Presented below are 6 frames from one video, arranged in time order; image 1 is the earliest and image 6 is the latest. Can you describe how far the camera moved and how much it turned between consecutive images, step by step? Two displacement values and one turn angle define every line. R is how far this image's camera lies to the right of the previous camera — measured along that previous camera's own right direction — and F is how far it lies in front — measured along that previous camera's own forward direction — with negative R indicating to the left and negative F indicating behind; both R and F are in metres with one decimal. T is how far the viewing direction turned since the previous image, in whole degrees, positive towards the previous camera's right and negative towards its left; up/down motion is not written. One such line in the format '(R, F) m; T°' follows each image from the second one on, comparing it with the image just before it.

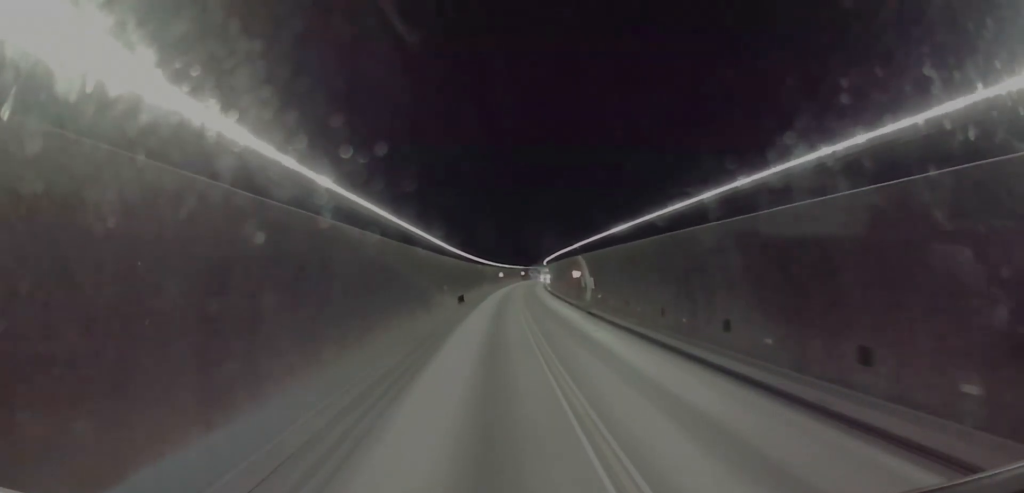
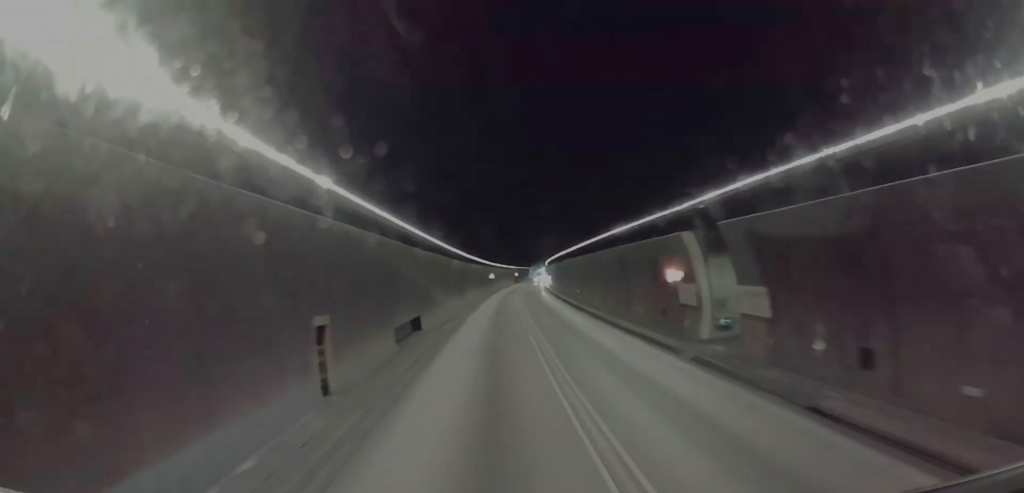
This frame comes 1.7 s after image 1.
(+0.3, +28.8) m; 0°
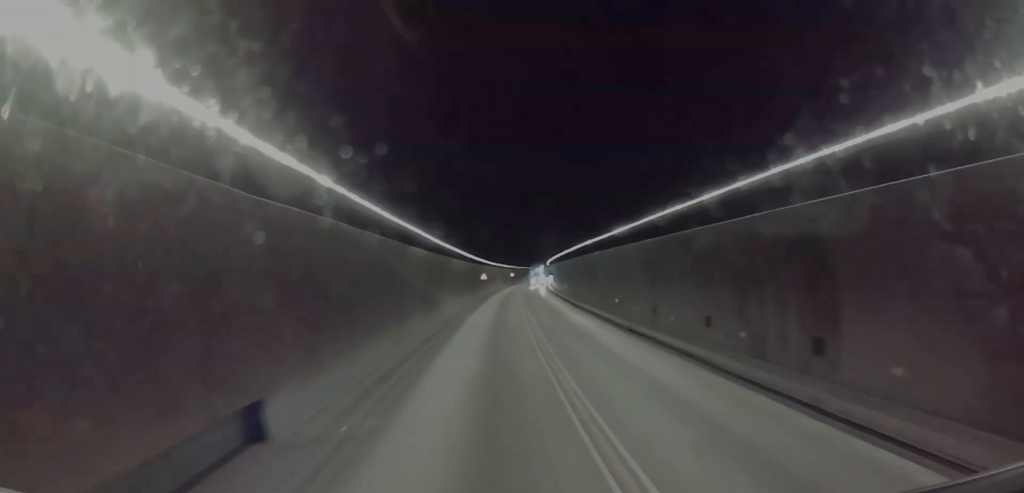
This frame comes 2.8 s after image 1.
(-0.1, +19.9) m; +1°
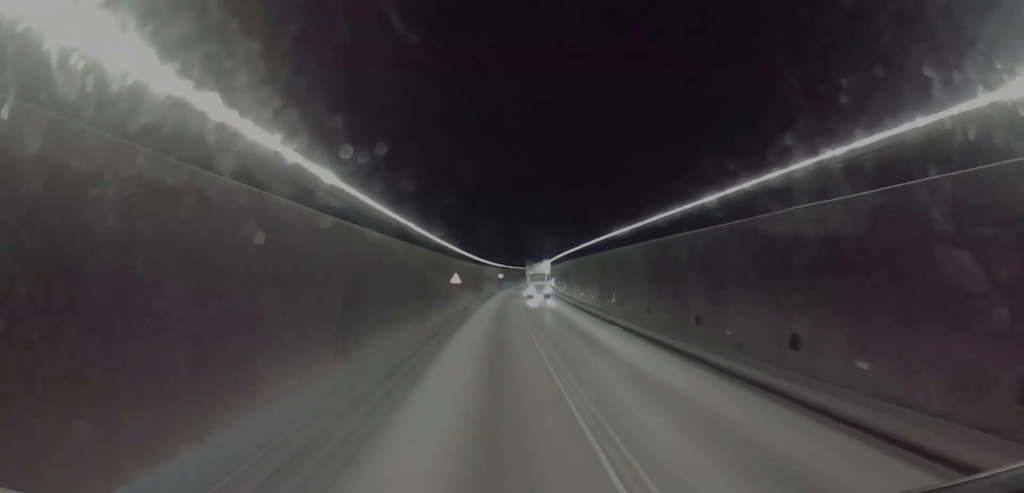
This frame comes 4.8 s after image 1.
(+1.1, +34.5) m; +3°
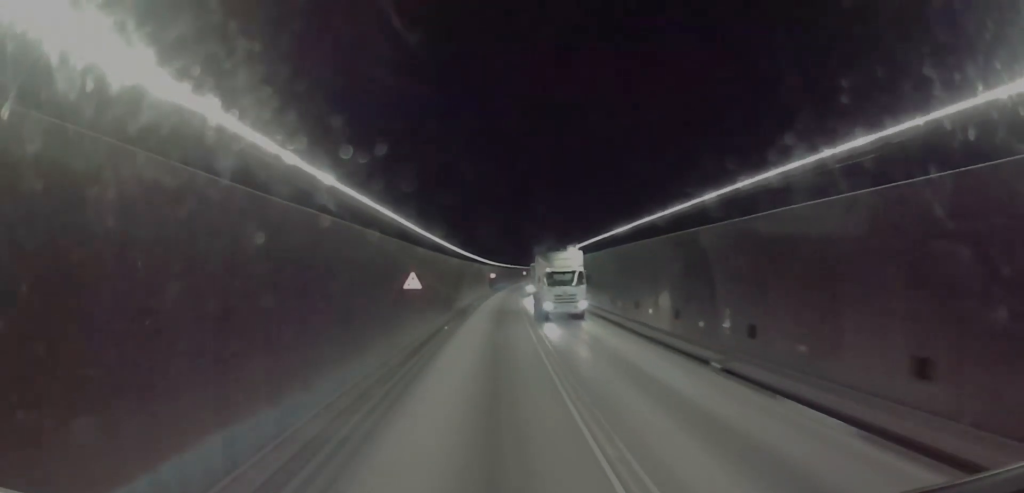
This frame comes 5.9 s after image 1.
(+0.4, +19.0) m; +1°
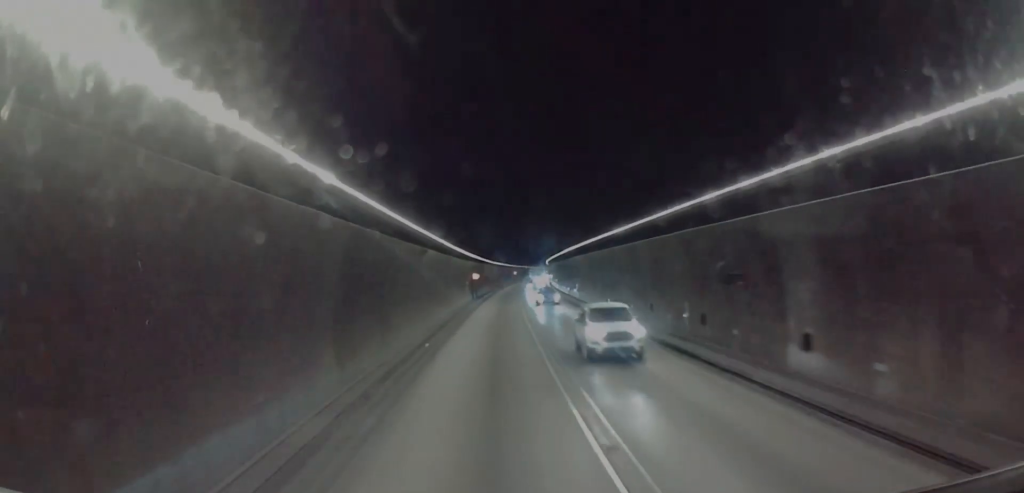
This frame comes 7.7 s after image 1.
(-0.2, +31.4) m; 0°
